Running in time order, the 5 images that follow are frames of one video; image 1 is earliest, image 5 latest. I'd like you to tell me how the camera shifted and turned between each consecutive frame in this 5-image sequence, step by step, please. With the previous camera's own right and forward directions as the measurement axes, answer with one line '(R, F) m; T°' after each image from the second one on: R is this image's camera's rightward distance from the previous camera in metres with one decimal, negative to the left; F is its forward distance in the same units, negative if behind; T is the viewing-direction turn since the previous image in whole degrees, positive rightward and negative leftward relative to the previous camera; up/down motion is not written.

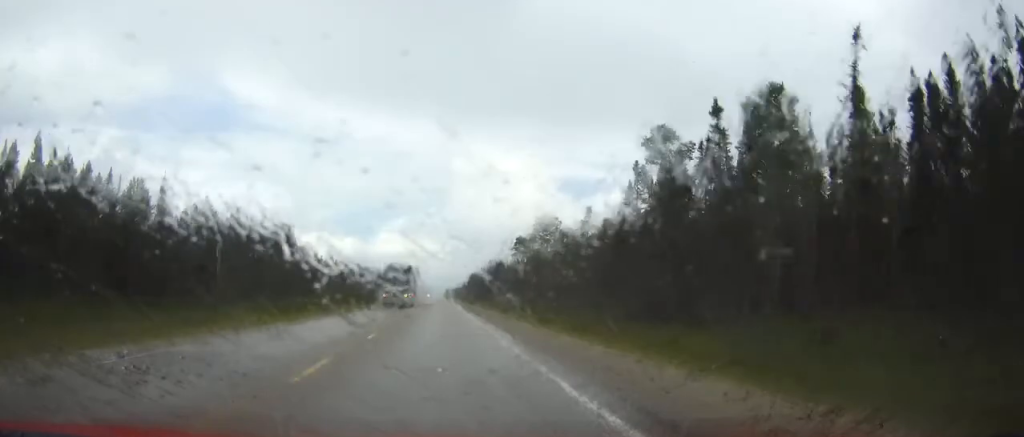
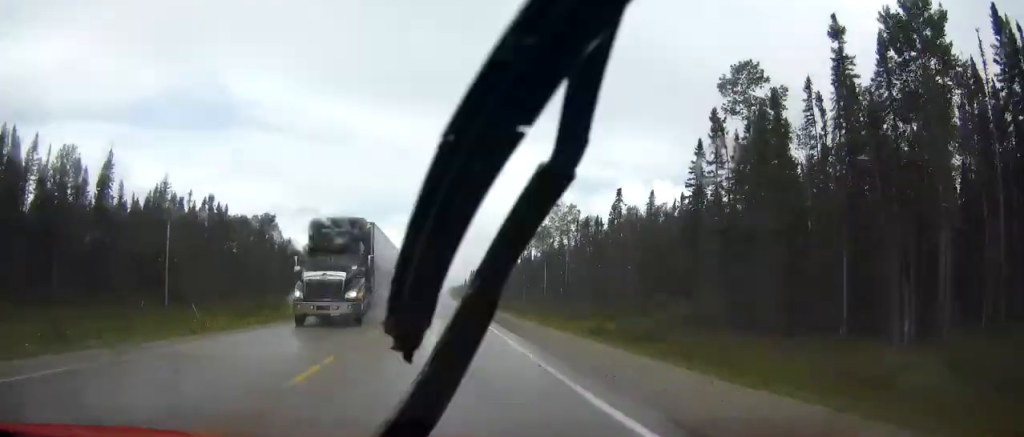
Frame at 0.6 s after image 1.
(0.0, +18.3) m; 0°
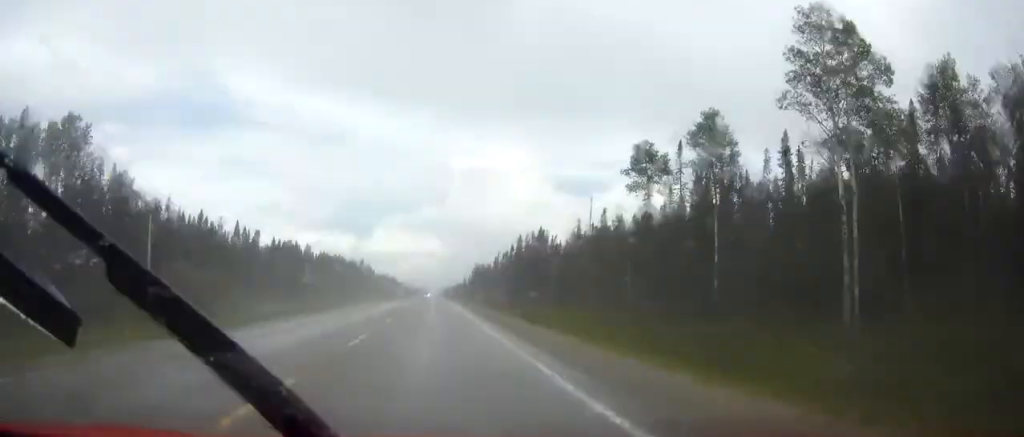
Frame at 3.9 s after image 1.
(+0.3, +94.0) m; +1°
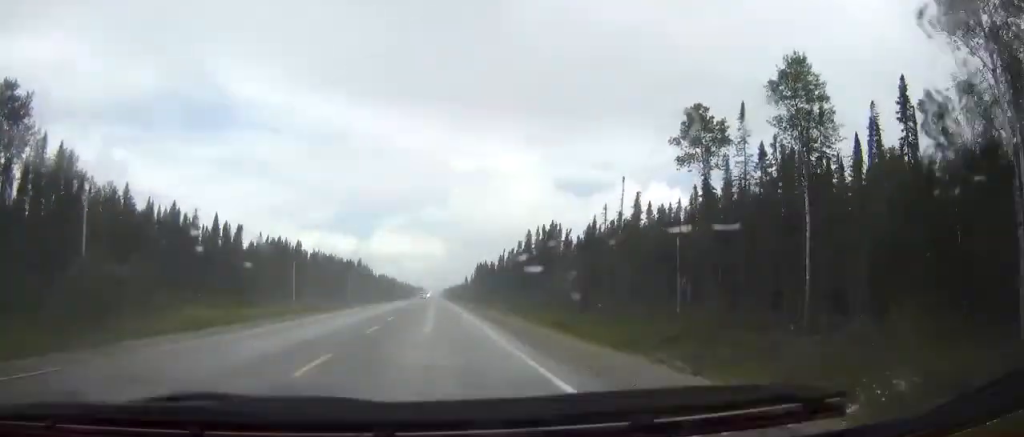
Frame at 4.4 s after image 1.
(0.0, +14.7) m; 0°
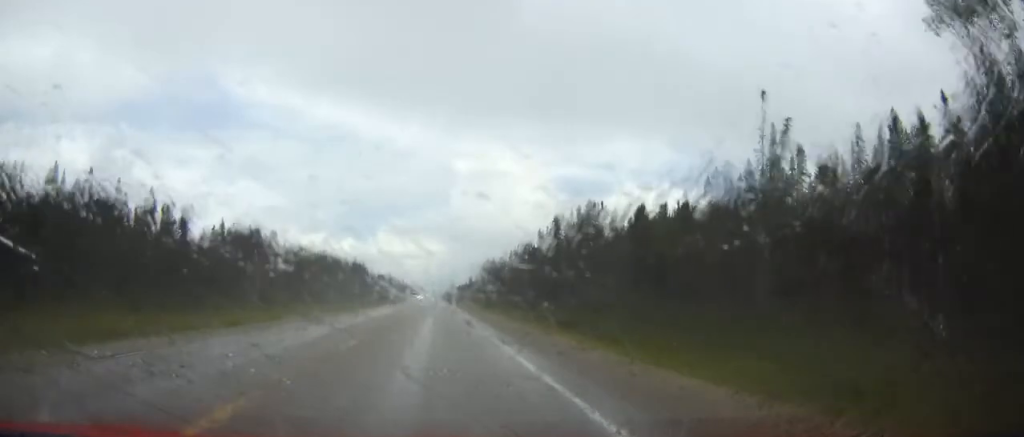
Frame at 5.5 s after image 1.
(0.0, +32.4) m; 0°
